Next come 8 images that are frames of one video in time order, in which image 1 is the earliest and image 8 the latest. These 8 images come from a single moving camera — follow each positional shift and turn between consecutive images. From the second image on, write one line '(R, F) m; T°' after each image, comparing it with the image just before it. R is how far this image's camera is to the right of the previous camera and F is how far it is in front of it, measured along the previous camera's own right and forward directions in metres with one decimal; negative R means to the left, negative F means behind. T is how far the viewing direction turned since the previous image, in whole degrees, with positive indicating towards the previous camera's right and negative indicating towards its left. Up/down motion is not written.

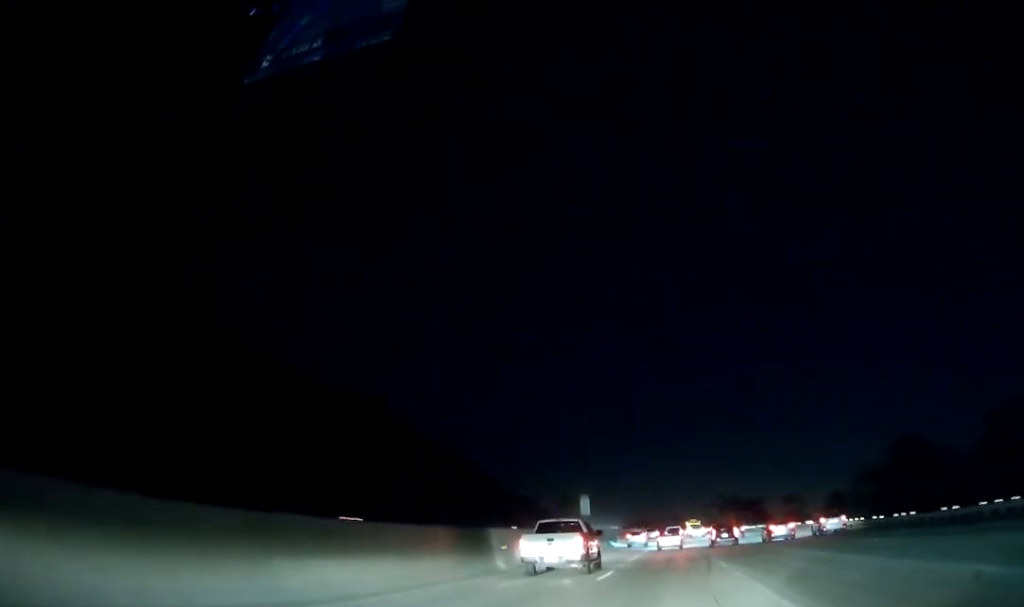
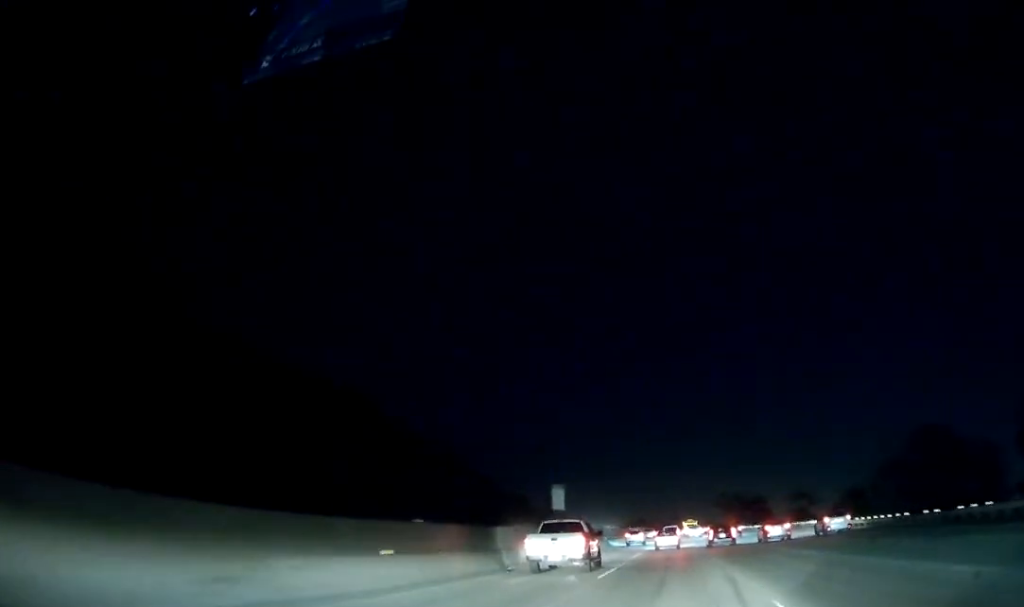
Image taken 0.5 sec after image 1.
(-0.1, +12.8) m; 0°
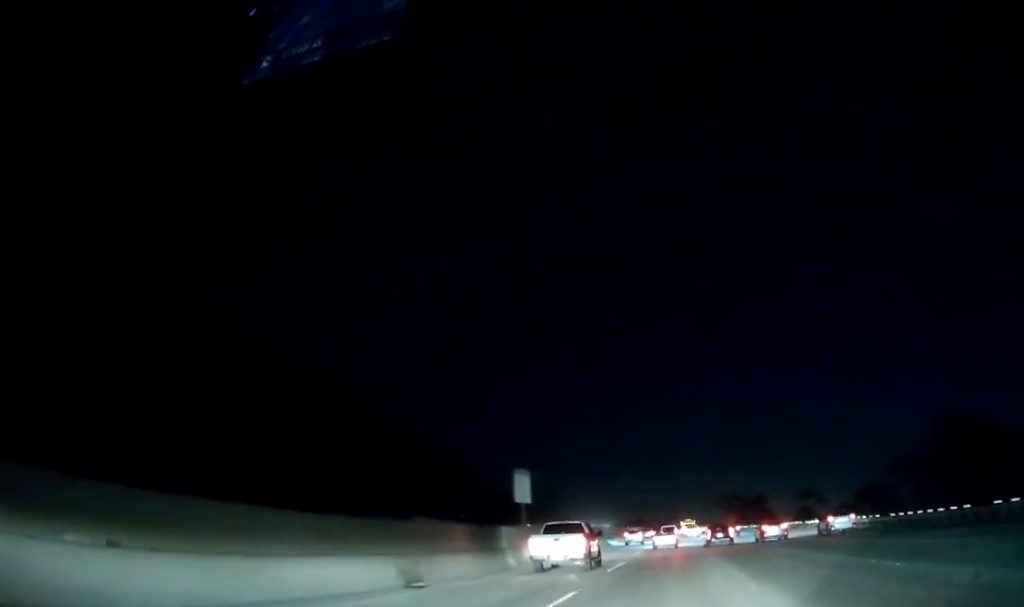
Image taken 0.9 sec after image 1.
(0.0, +10.3) m; 0°
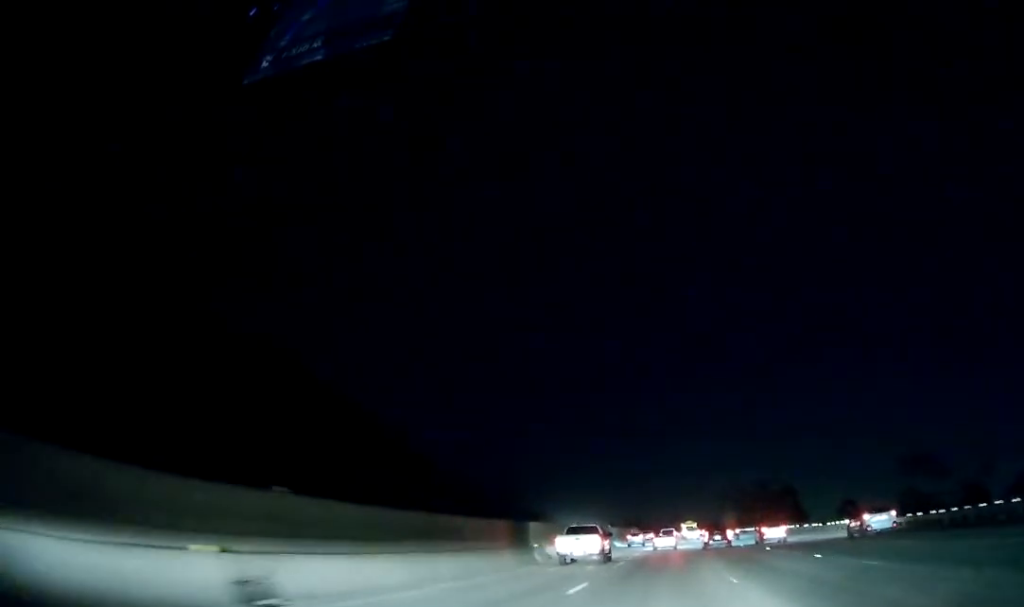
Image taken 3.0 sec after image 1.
(+0.3, +55.6) m; 0°
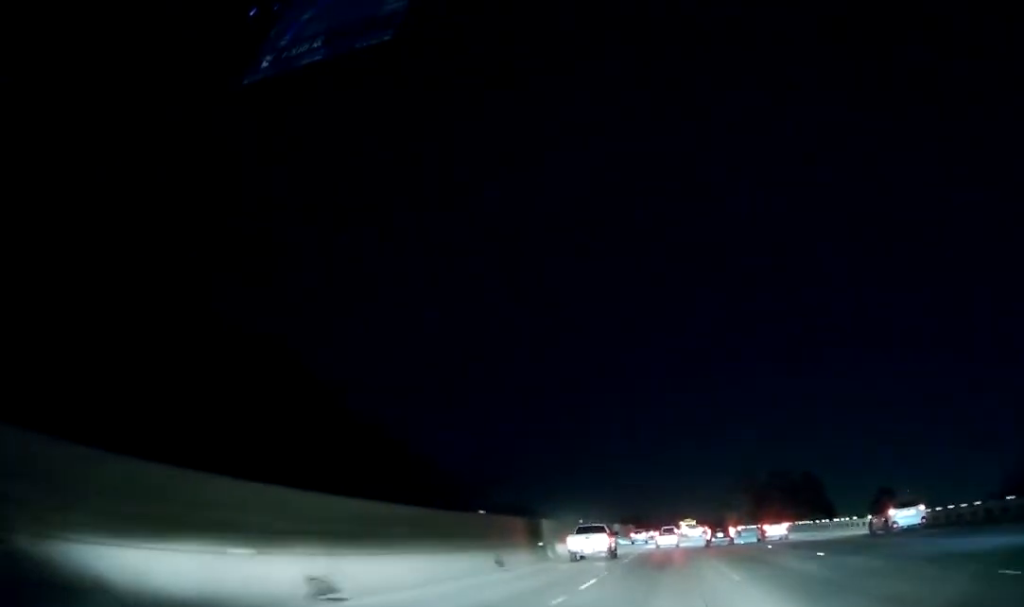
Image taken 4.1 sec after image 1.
(0.0, +27.9) m; 0°
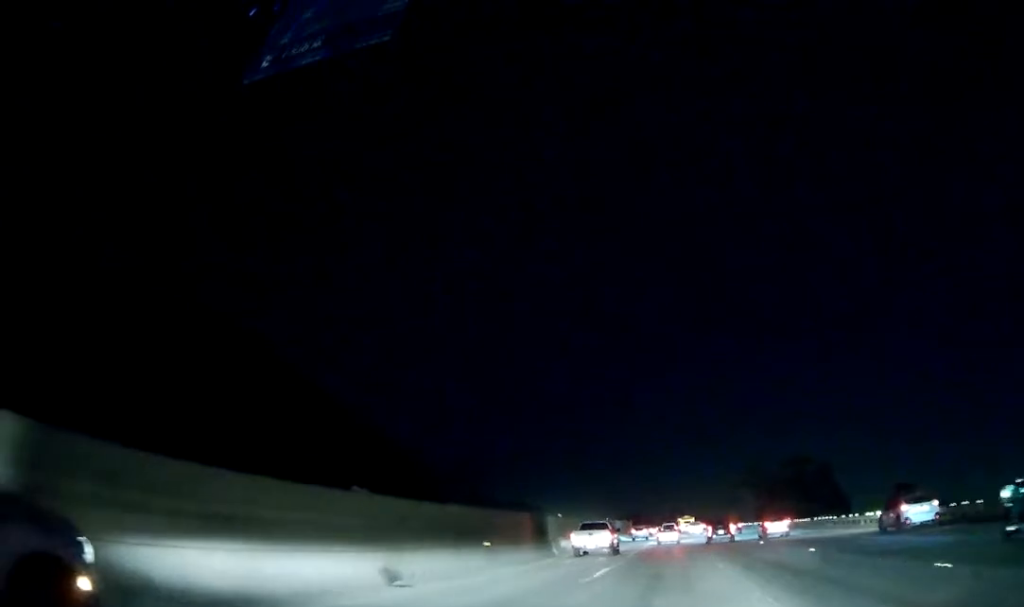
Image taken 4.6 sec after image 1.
(0.0, +12.2) m; 0°
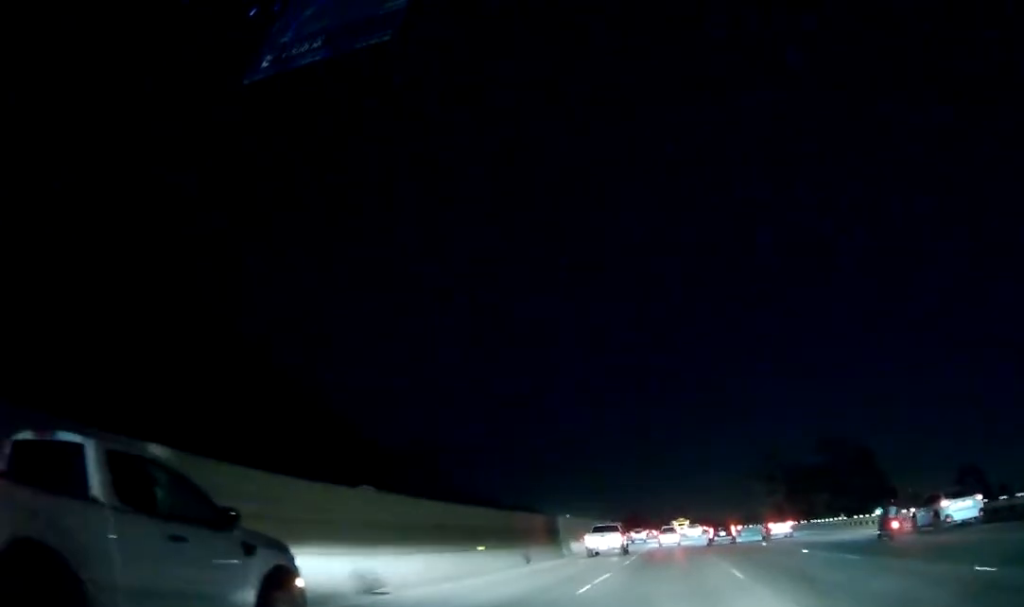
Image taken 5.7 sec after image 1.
(0.0, +30.5) m; 0°
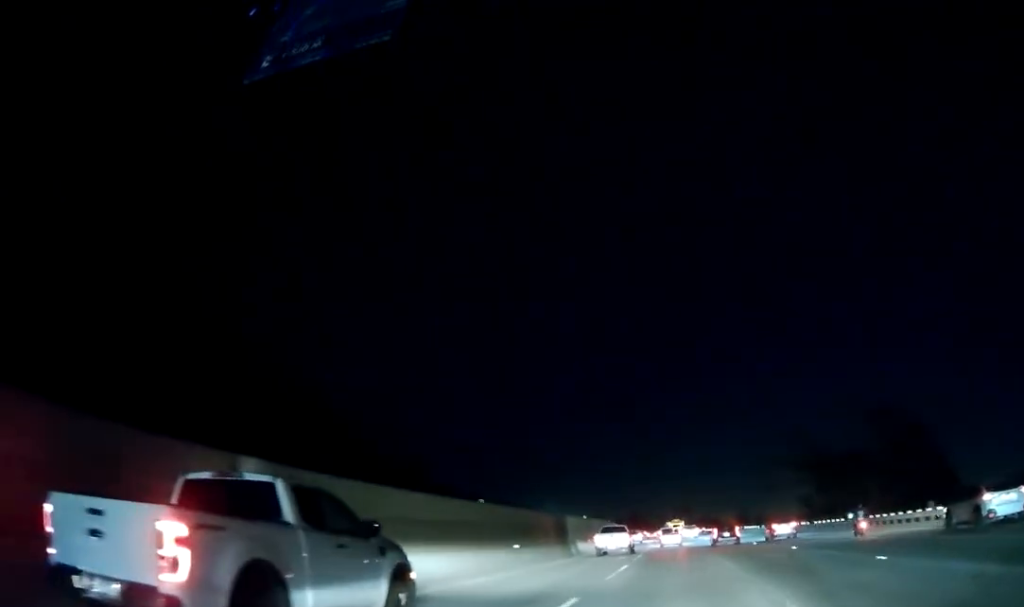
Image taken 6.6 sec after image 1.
(-0.1, +22.7) m; 0°
